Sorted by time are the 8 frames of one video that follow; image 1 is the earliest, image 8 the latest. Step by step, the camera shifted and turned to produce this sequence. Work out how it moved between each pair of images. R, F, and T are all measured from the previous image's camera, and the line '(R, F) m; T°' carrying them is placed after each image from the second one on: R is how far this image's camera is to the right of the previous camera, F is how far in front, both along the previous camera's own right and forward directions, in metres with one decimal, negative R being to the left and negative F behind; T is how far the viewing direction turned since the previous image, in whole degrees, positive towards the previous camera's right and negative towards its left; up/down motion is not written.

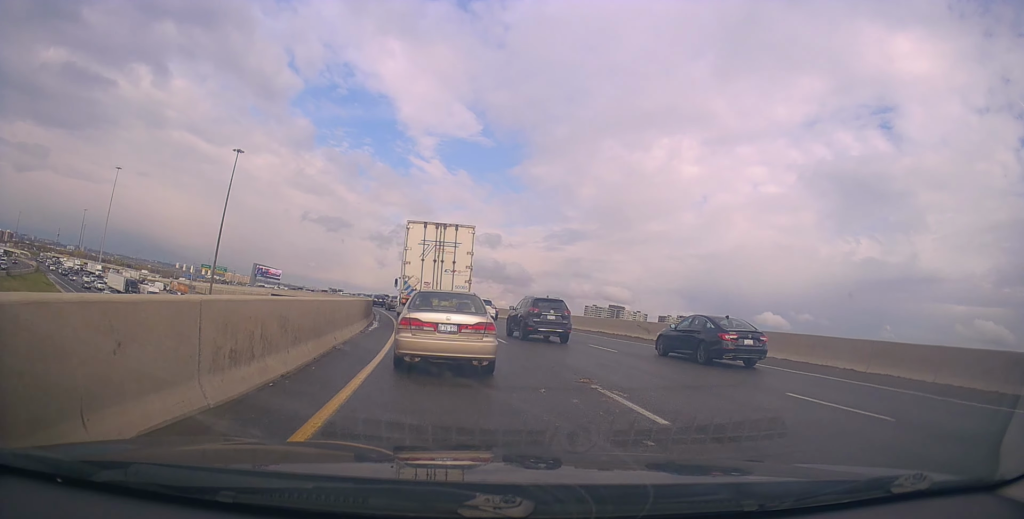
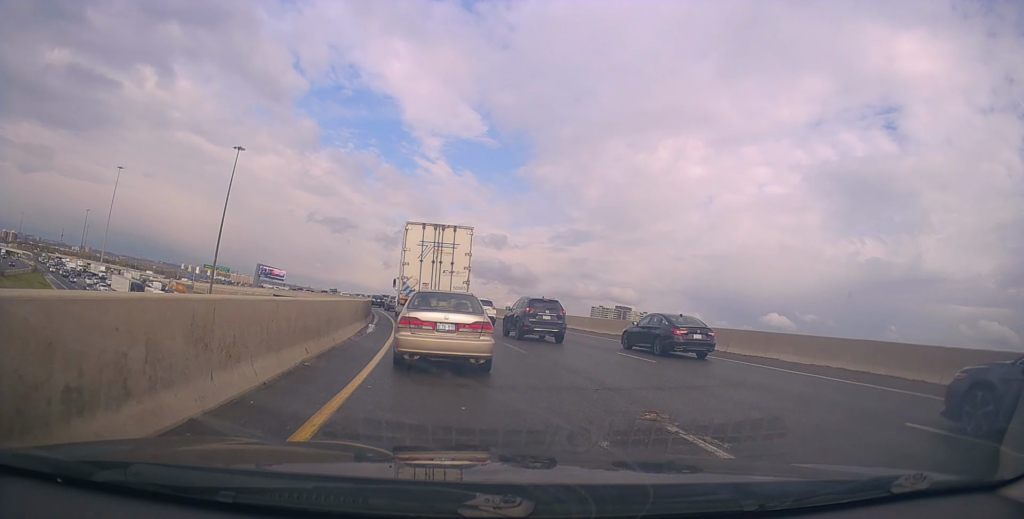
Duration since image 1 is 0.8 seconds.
(+0.4, +3.2) m; -1°
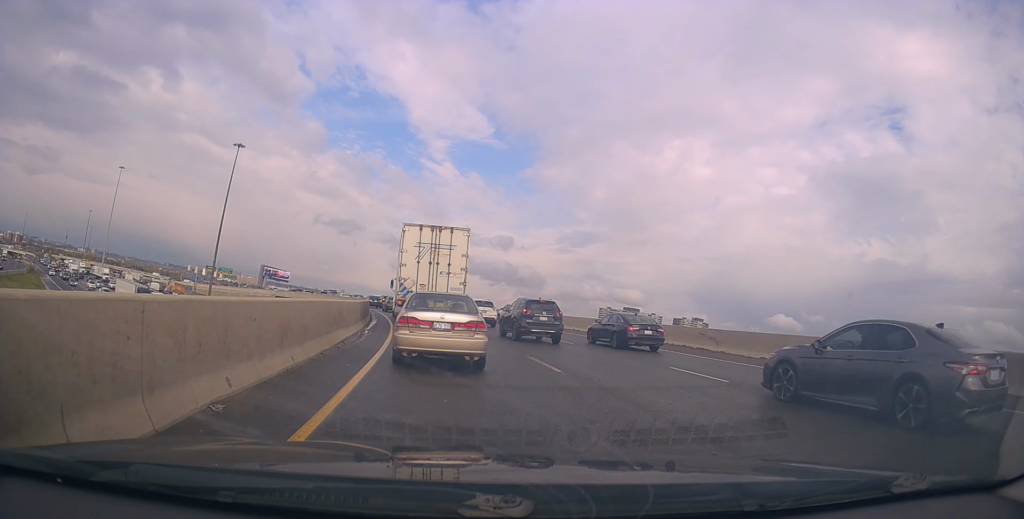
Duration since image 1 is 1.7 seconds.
(-0.3, +3.9) m; -5°
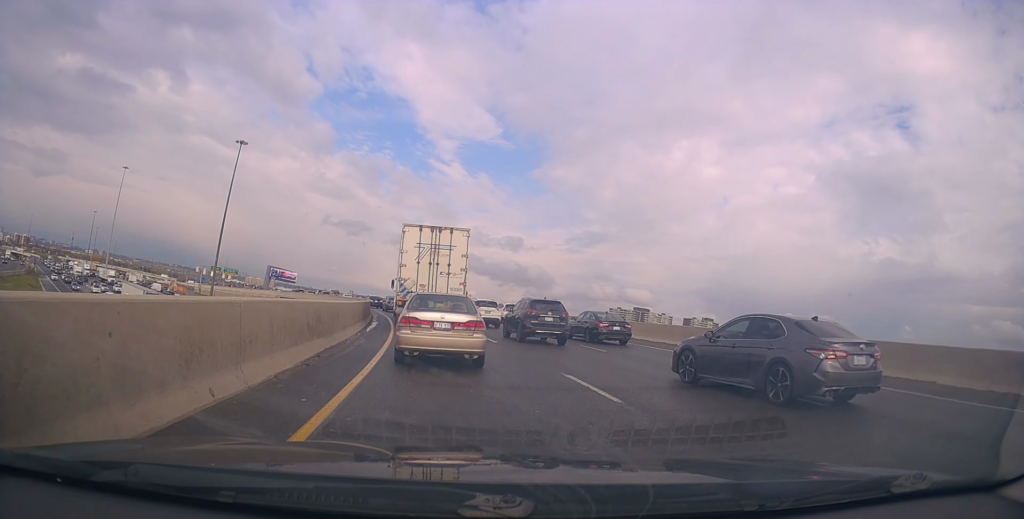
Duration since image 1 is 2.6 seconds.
(0.0, +3.7) m; +2°
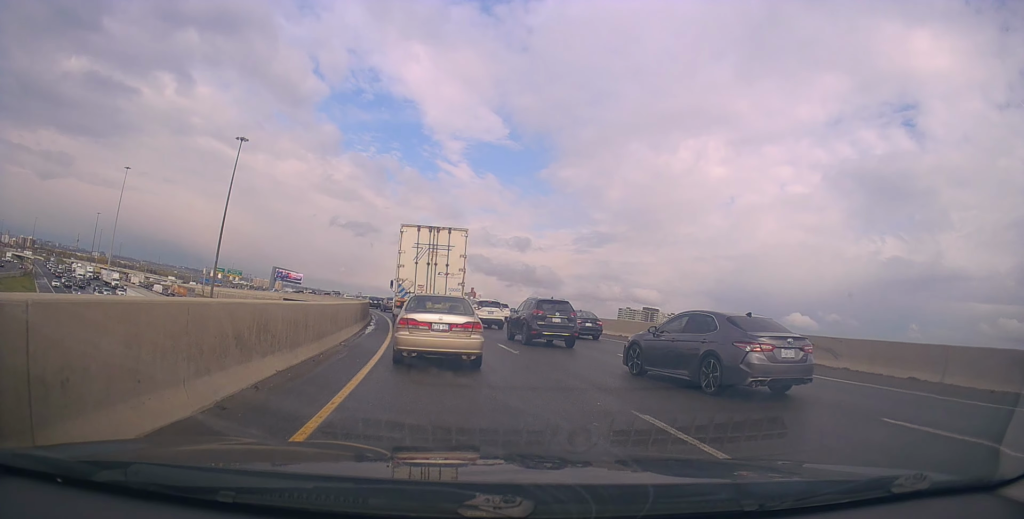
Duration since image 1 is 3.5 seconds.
(+0.2, +4.0) m; +2°
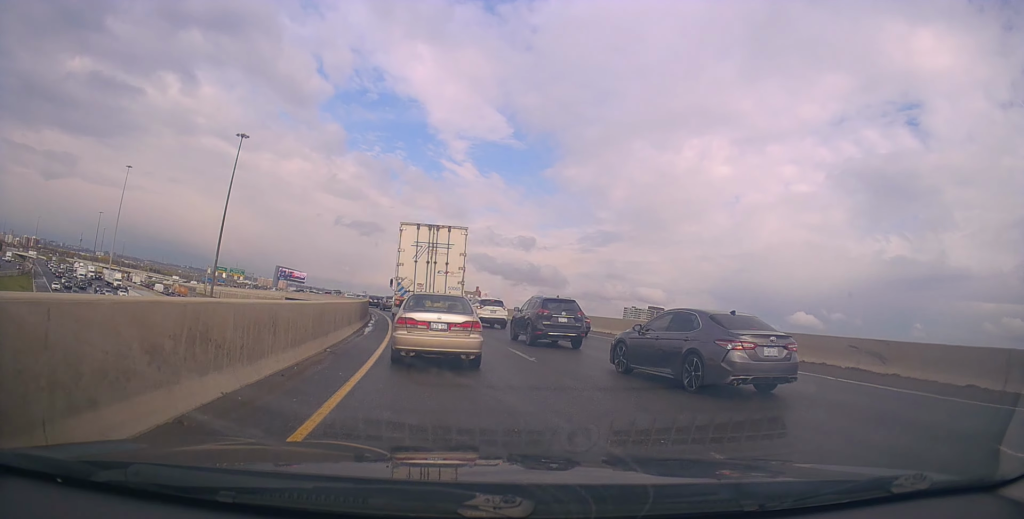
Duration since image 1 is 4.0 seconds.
(+0.1, +2.2) m; -1°
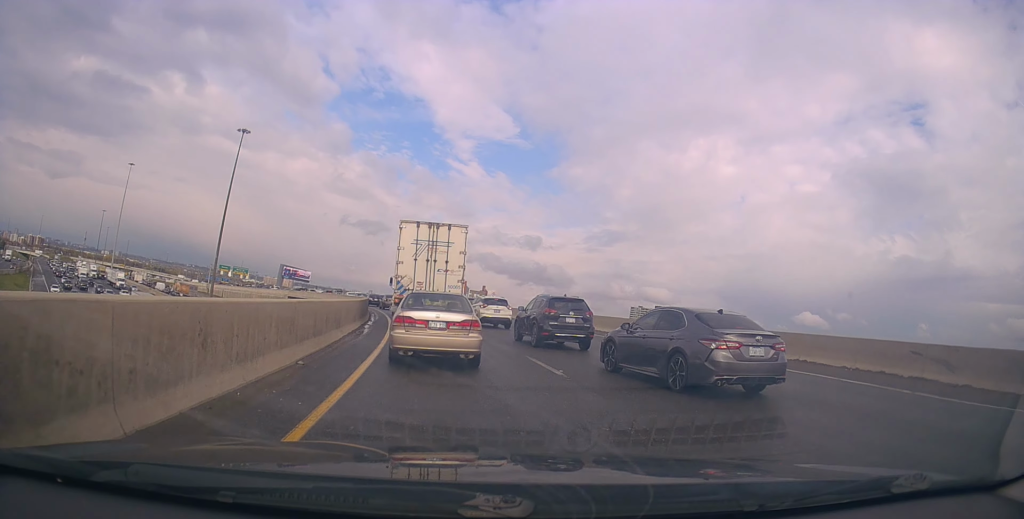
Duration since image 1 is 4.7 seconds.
(-0.2, +2.7) m; -4°
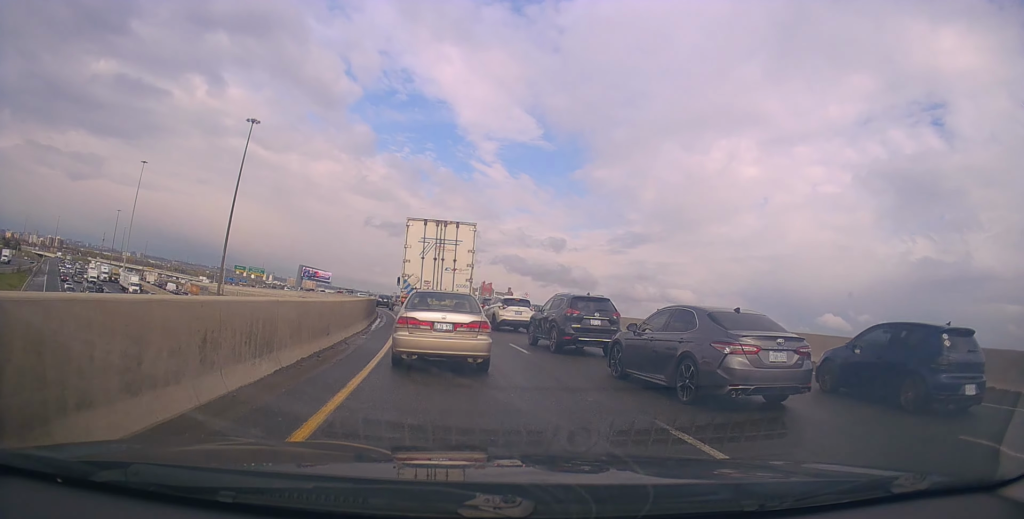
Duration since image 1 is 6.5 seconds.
(-0.3, +7.8) m; -2°
